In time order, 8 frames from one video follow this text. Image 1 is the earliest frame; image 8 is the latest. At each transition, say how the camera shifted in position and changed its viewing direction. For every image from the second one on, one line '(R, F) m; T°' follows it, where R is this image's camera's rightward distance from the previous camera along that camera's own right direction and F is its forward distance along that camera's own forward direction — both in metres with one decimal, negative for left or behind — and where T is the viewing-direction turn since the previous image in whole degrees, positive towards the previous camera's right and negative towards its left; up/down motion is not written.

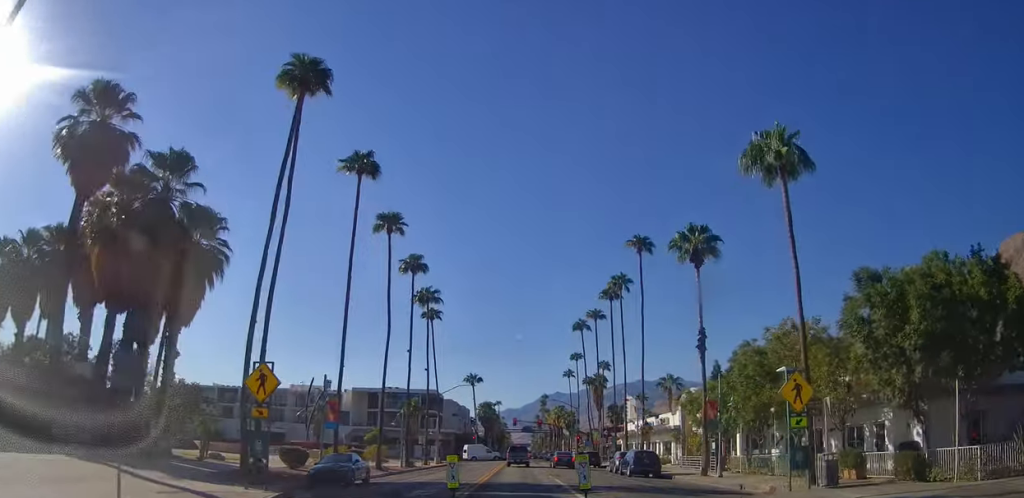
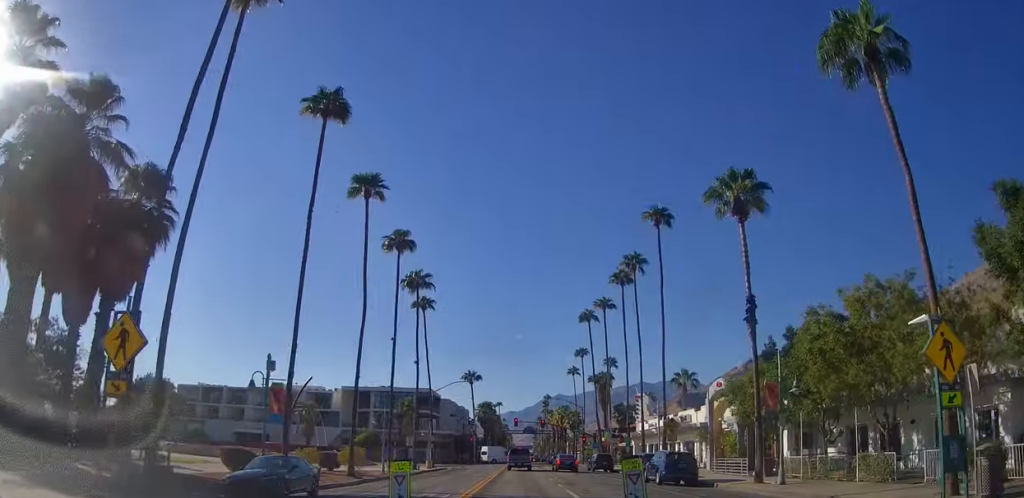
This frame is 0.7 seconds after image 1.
(0.0, +7.7) m; 0°
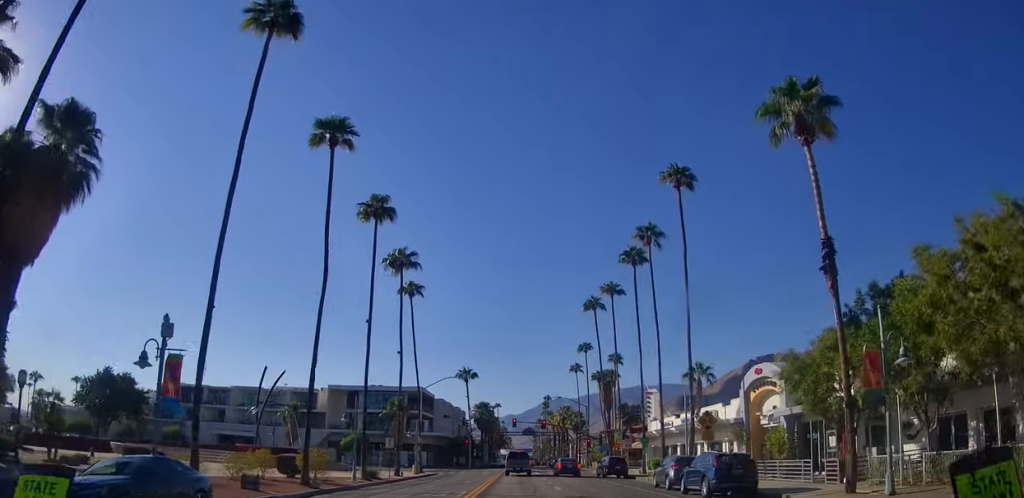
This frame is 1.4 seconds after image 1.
(0.0, +7.9) m; 0°
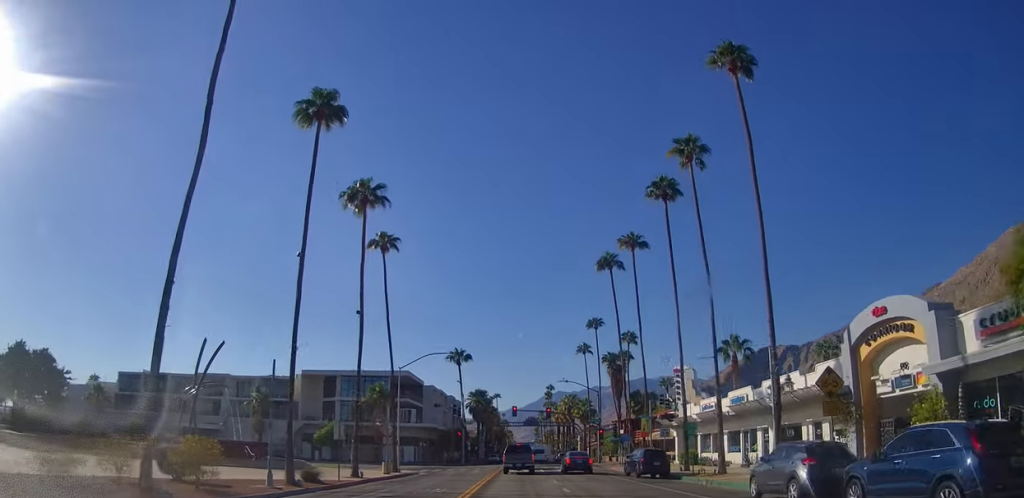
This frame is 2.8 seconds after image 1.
(0.0, +13.1) m; 0°
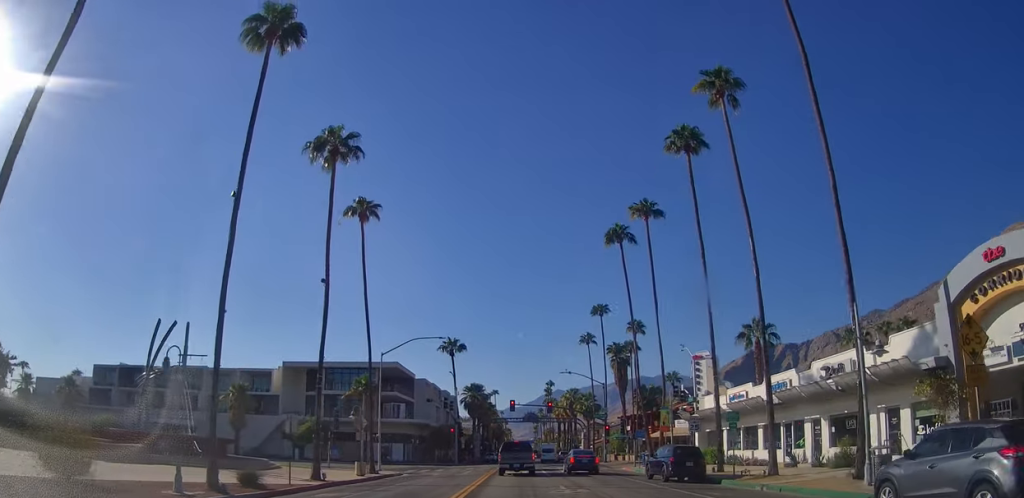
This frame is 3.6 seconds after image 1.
(0.0, +7.0) m; 0°
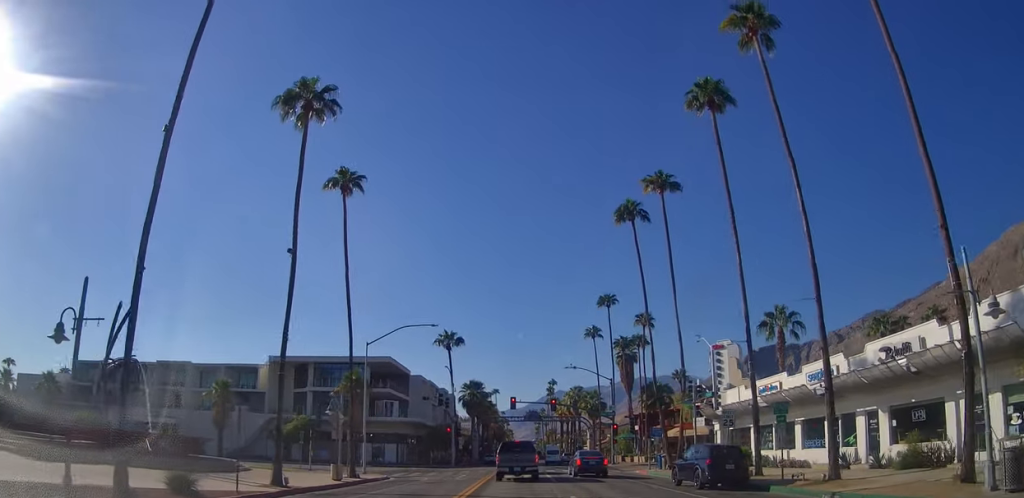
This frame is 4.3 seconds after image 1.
(0.0, +5.4) m; 0°
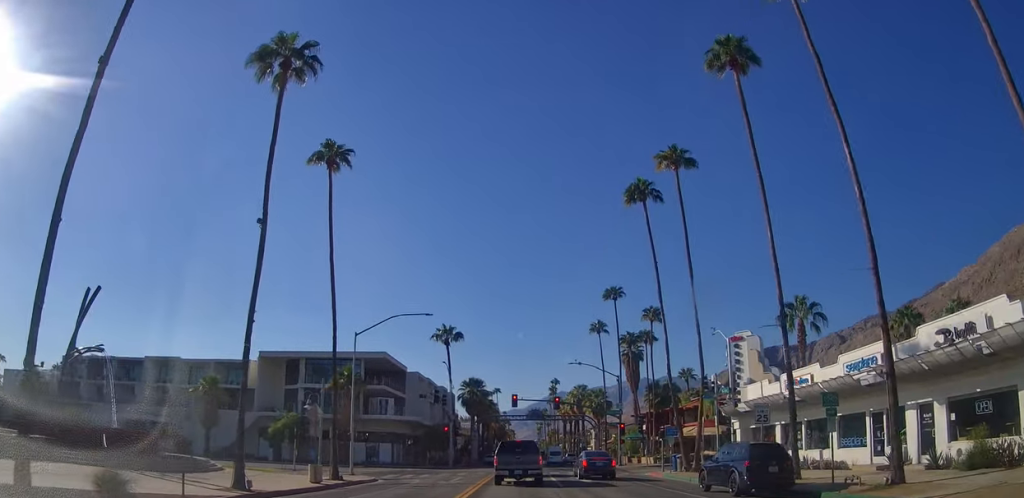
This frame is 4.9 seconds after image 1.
(0.0, +3.7) m; 0°
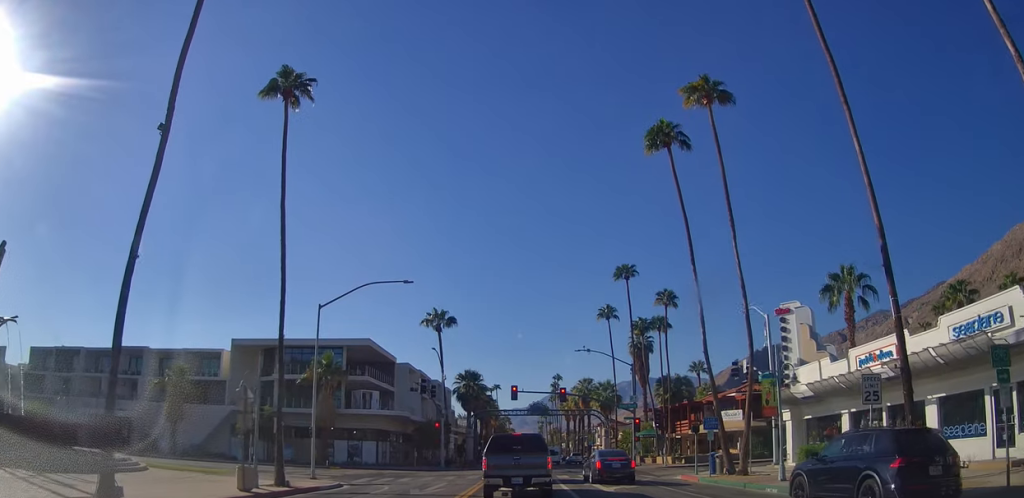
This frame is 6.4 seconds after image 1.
(0.0, +8.5) m; 0°
